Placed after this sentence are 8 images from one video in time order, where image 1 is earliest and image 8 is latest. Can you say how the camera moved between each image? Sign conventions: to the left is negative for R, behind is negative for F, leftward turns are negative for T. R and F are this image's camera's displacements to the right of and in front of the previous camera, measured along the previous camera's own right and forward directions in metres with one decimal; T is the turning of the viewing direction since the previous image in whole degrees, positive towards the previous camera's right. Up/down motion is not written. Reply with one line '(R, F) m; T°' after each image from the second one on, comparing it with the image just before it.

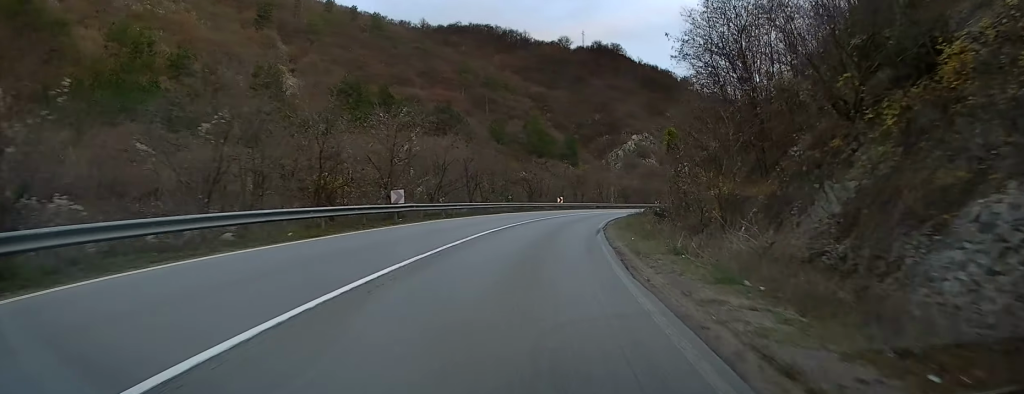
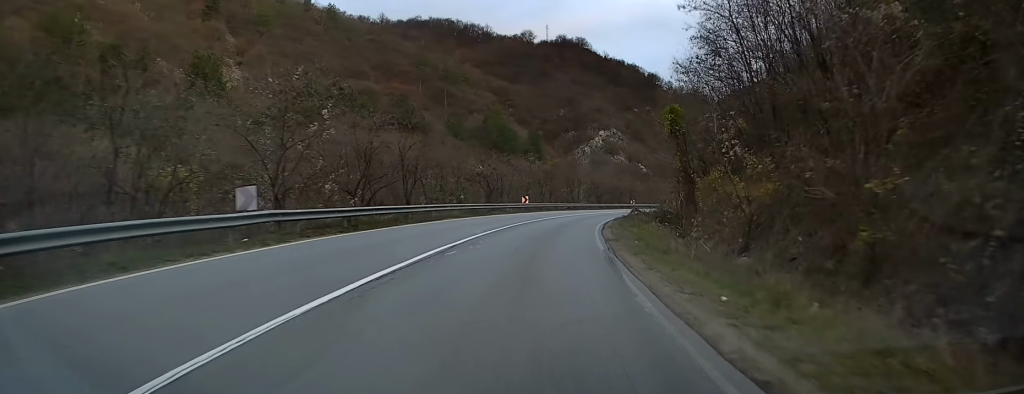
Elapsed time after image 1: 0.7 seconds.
(+0.3, +13.4) m; +4°
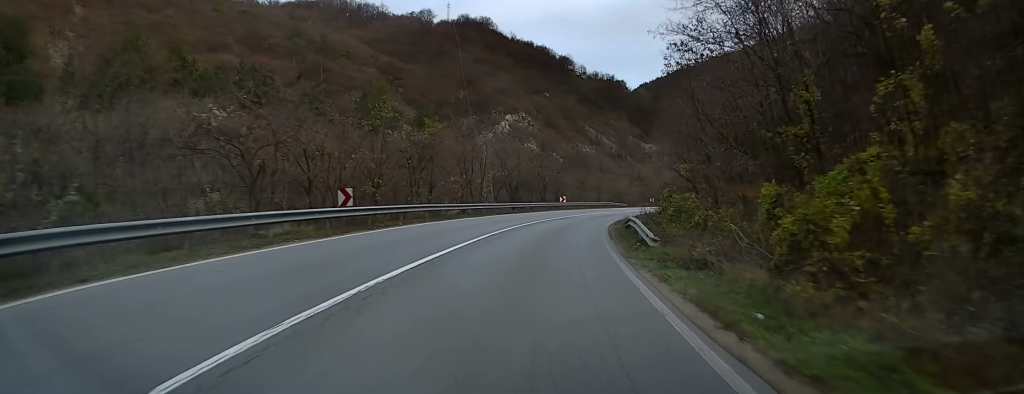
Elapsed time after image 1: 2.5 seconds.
(+3.0, +37.5) m; +8°
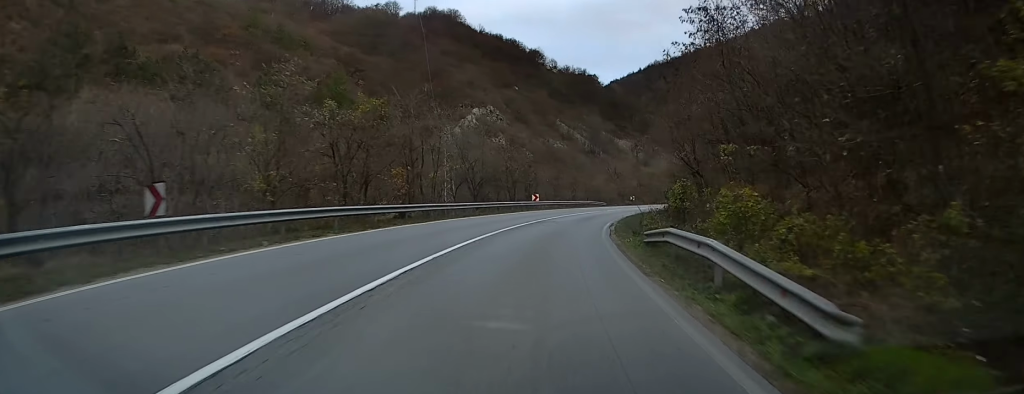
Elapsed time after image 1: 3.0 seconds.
(+0.2, +11.1) m; +2°
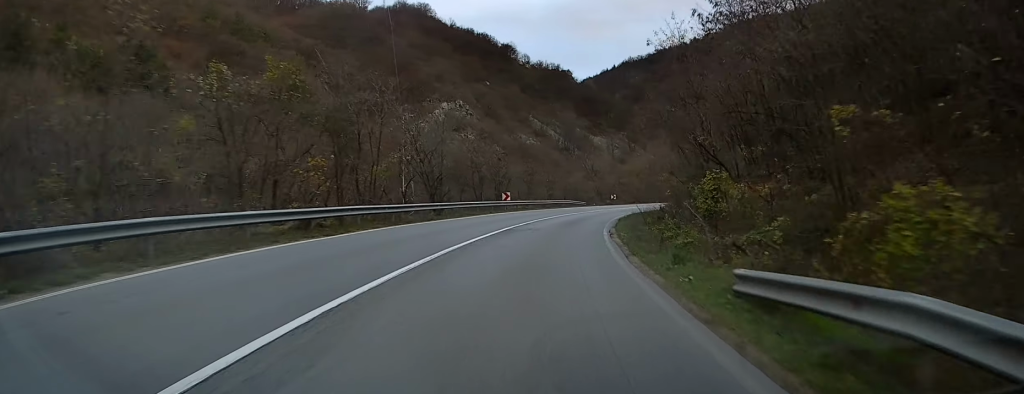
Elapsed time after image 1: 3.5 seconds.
(+0.2, +9.9) m; +3°
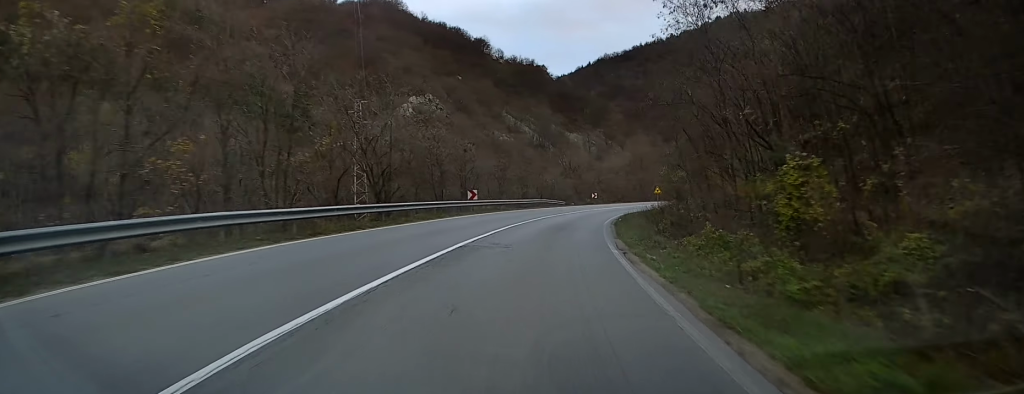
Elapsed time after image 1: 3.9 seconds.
(+0.1, +9.2) m; +2°
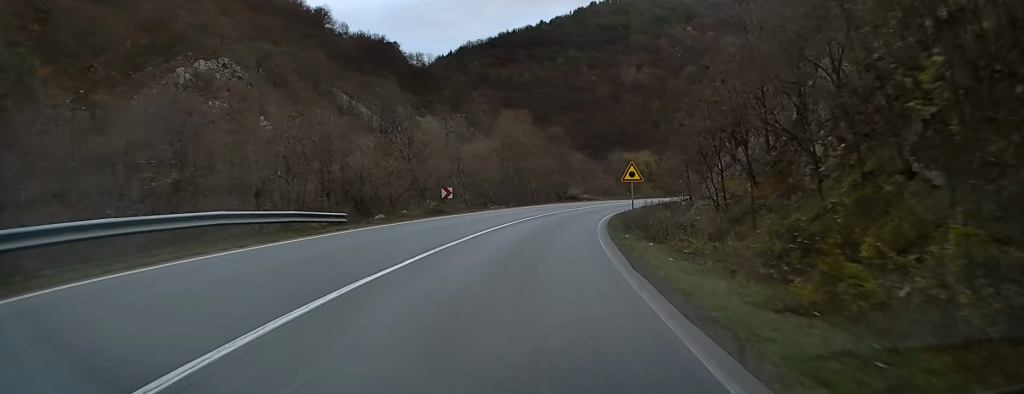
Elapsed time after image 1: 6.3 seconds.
(+5.6, +50.6) m; +12°
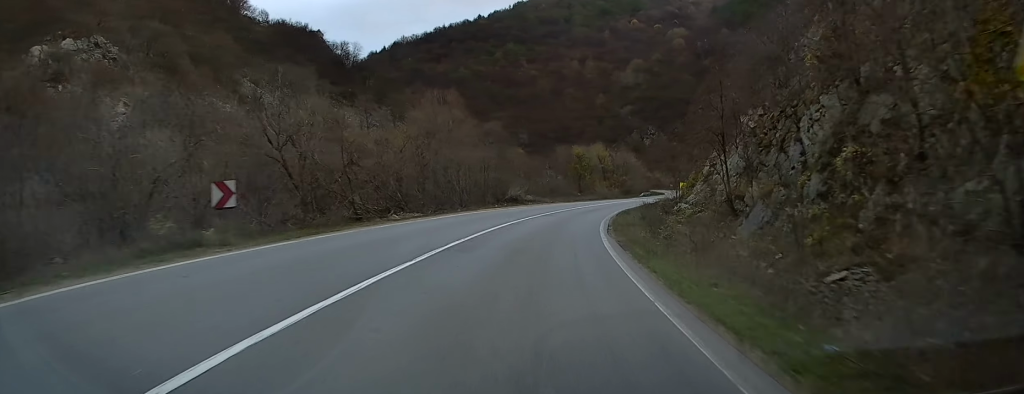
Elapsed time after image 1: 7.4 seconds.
(+1.0, +23.3) m; +5°
